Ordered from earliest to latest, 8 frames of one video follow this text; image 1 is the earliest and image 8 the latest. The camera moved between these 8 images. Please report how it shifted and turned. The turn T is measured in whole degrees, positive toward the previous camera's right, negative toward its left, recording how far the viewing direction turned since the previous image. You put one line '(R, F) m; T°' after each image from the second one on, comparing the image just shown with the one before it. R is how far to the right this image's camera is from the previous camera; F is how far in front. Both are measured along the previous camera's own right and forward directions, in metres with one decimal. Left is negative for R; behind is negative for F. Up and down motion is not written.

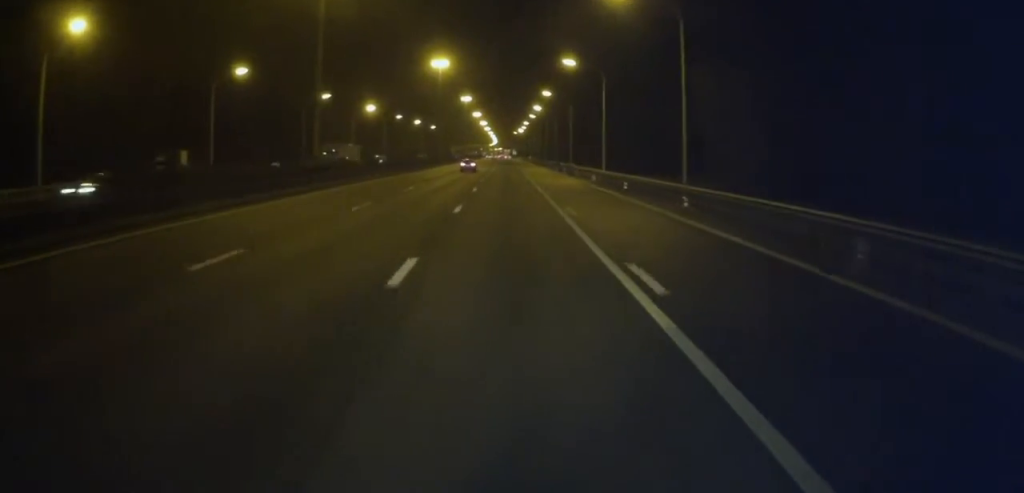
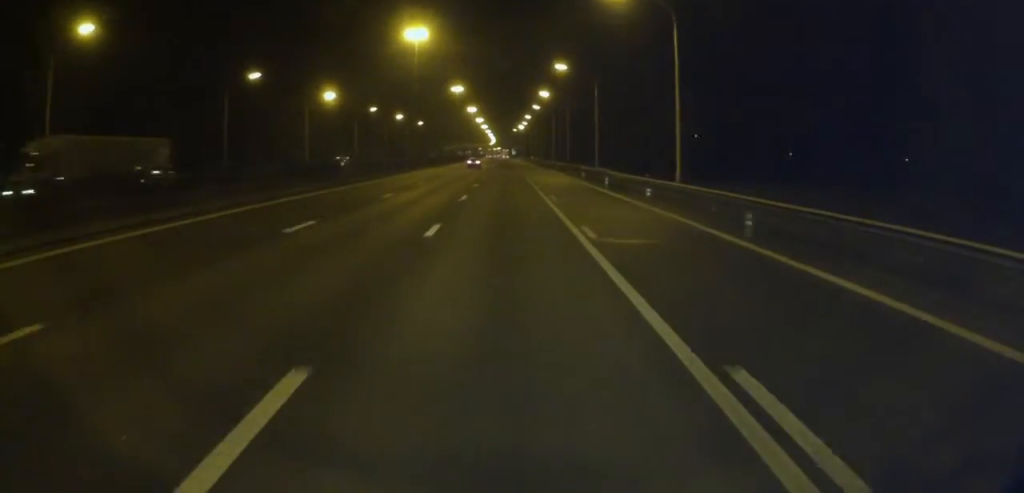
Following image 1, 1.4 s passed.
(+0.5, +32.2) m; +1°
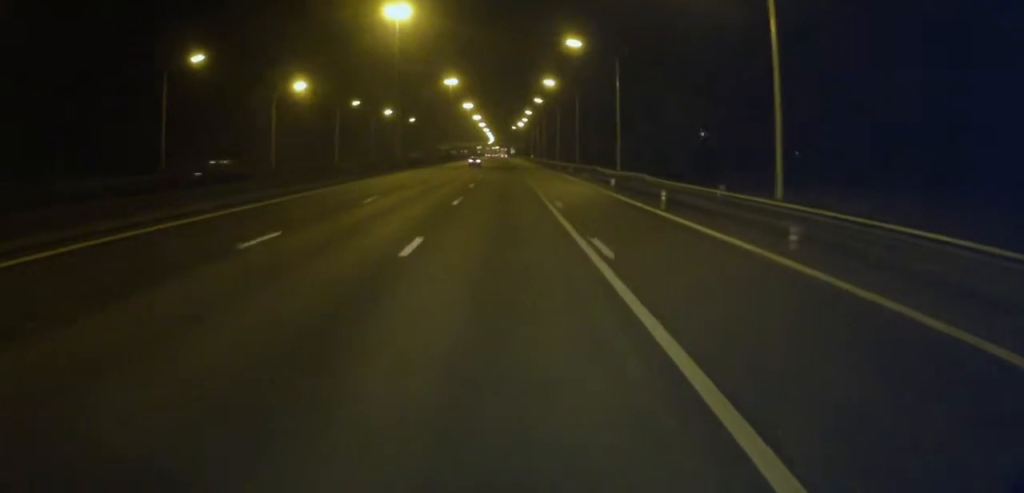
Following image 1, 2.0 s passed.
(-0.2, +15.8) m; -1°
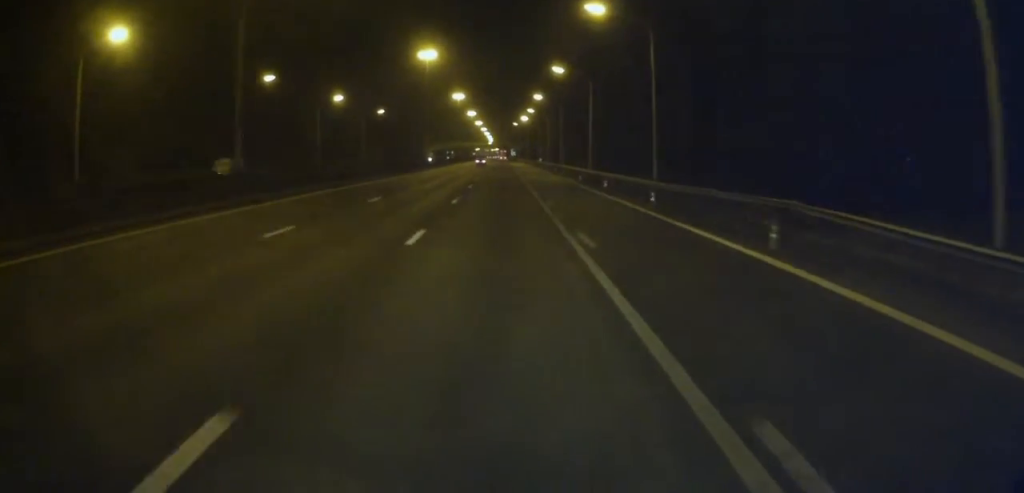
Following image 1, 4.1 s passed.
(+0.1, +49.8) m; +1°
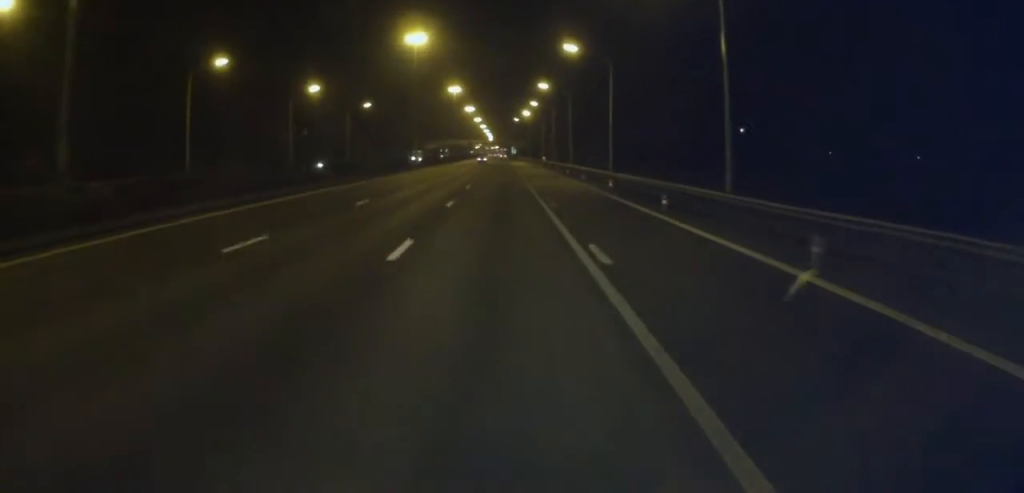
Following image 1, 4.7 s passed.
(+0.1, +15.7) m; 0°
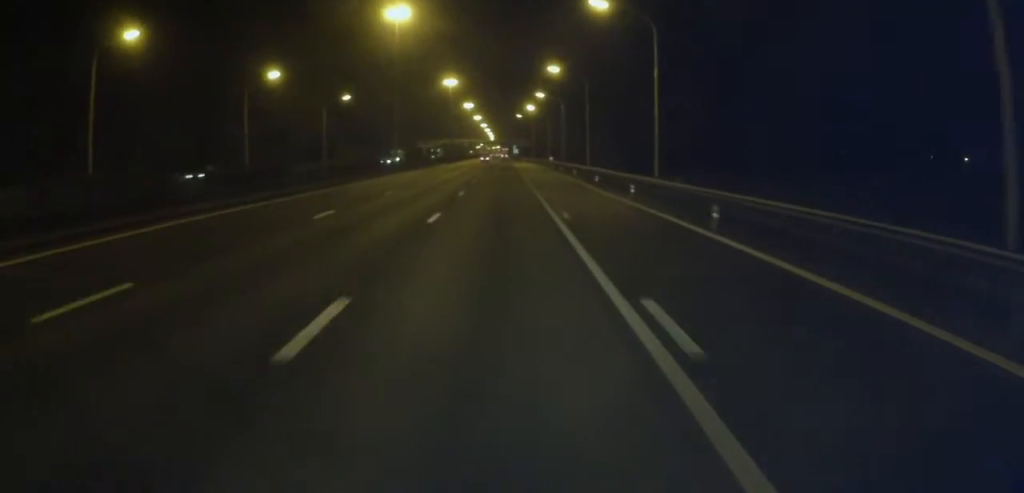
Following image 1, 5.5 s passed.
(-0.4, +20.1) m; 0°
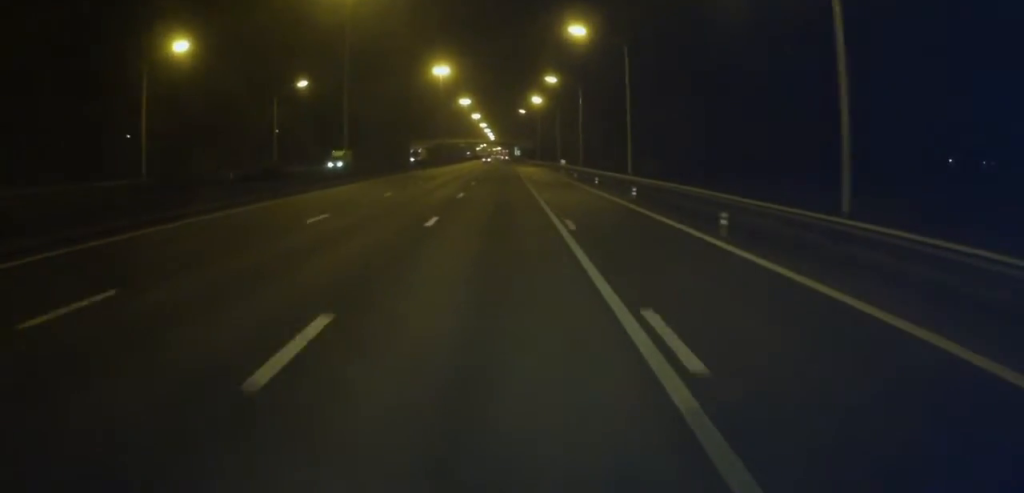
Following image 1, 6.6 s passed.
(+0.2, +28.2) m; 0°
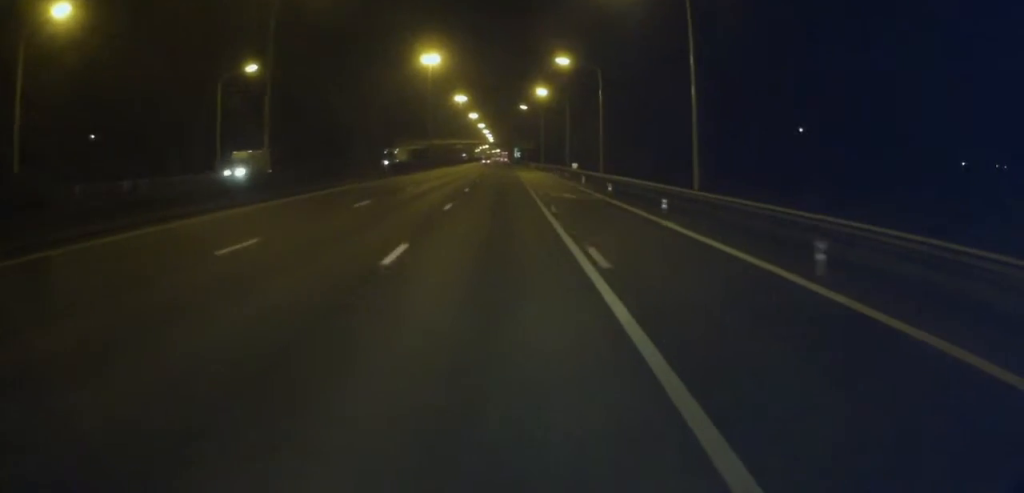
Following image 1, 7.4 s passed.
(0.0, +17.4) m; 0°
